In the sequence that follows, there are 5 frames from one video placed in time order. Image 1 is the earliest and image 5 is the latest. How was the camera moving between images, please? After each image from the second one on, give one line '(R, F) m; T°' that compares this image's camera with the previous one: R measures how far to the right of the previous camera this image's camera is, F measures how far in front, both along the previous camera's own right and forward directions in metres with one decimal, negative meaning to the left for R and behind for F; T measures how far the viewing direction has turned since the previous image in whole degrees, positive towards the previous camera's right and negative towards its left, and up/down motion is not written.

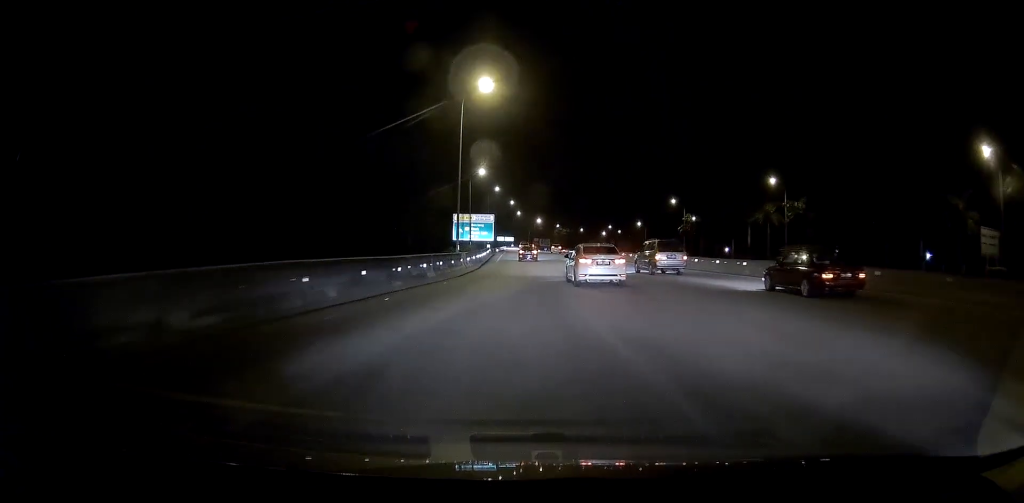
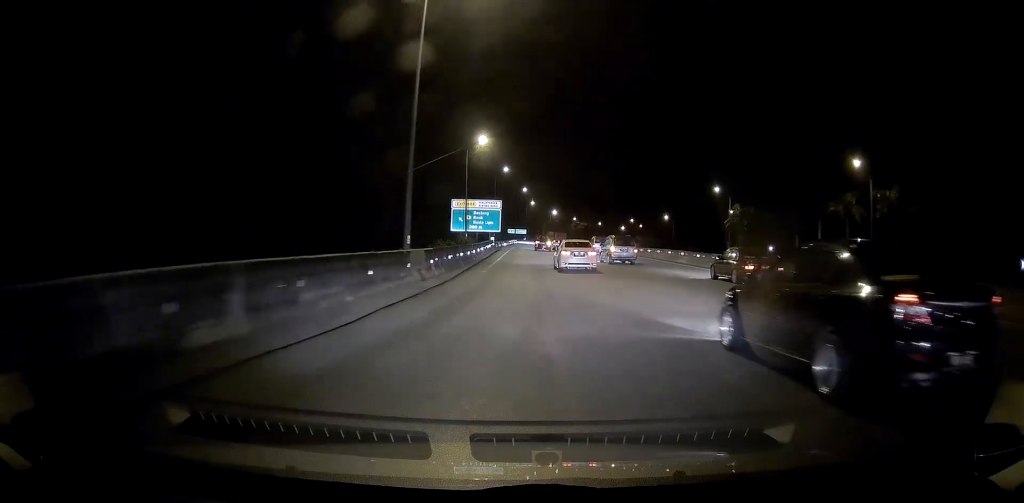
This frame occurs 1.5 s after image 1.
(-0.1, +19.9) m; -2°
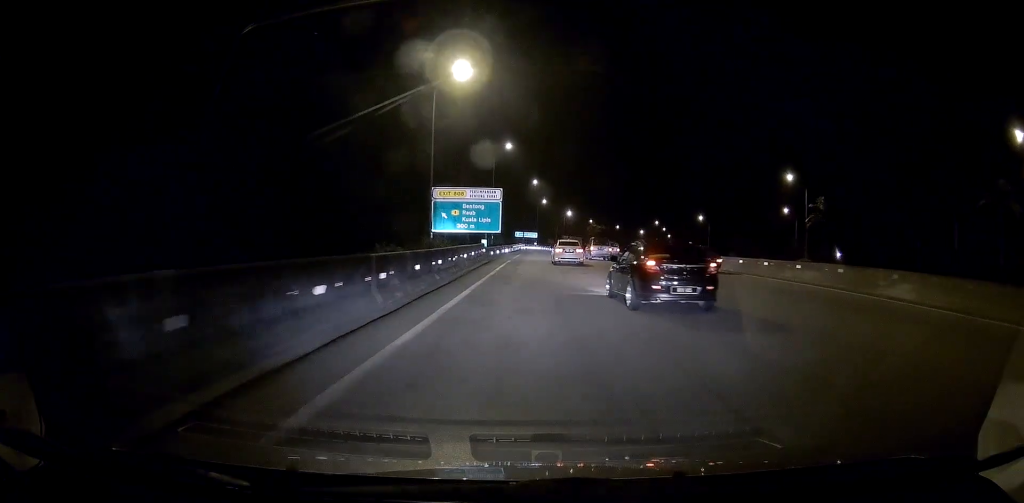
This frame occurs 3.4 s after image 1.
(+0.6, +26.1) m; +2°
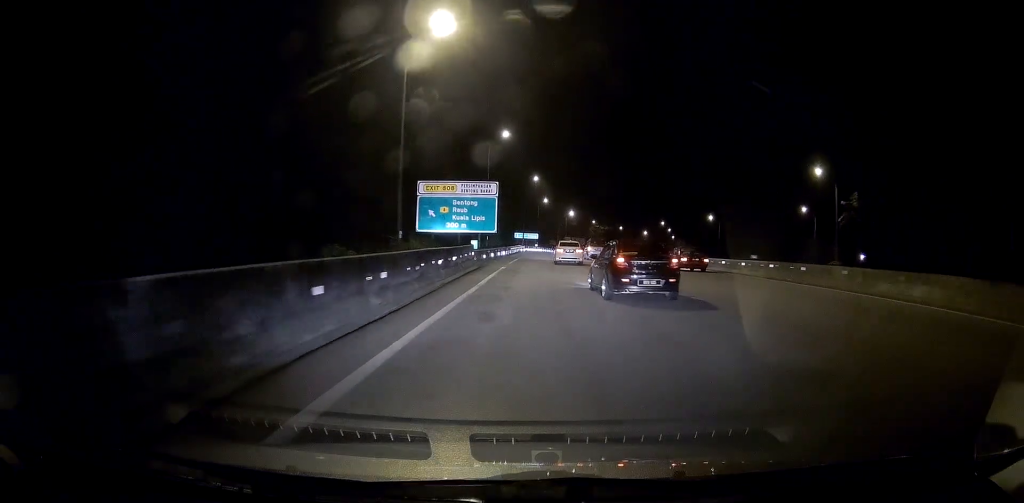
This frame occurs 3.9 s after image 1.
(0.0, +8.2) m; 0°
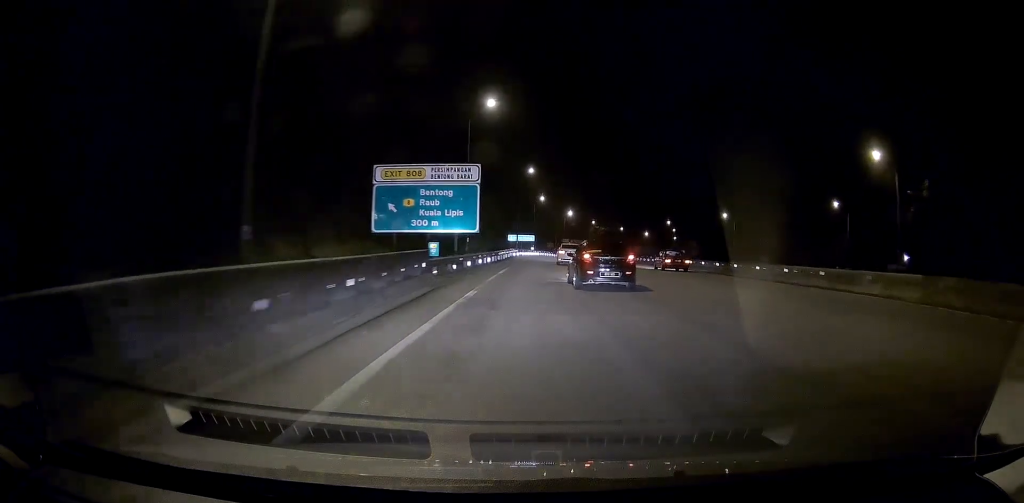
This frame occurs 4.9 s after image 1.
(0.0, +14.2) m; 0°
